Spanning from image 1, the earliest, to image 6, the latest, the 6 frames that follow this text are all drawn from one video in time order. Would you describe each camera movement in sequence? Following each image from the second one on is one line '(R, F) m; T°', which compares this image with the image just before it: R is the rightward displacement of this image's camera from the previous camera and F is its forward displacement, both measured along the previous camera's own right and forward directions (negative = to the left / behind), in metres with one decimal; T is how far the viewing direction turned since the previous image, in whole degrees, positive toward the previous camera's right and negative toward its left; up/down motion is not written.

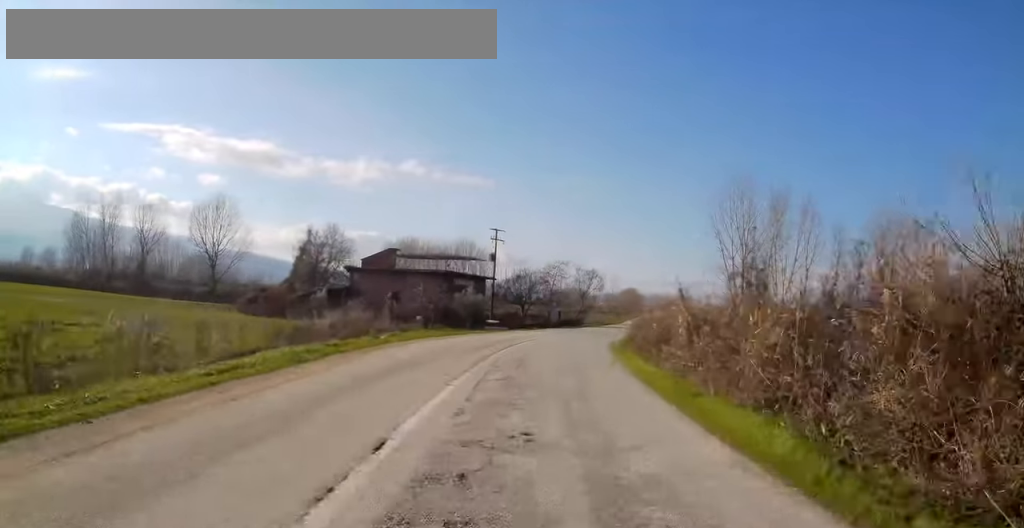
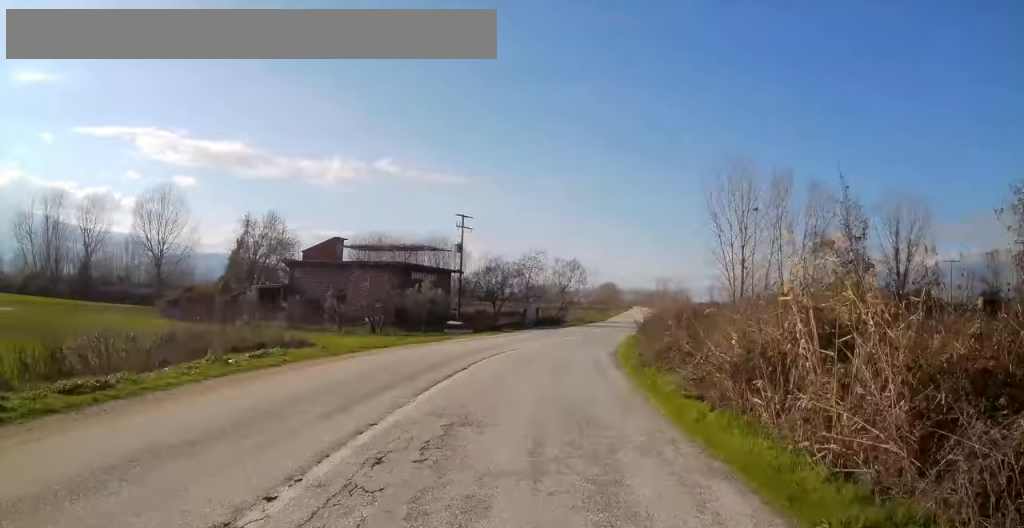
(+0.2, +10.2) m; +3°
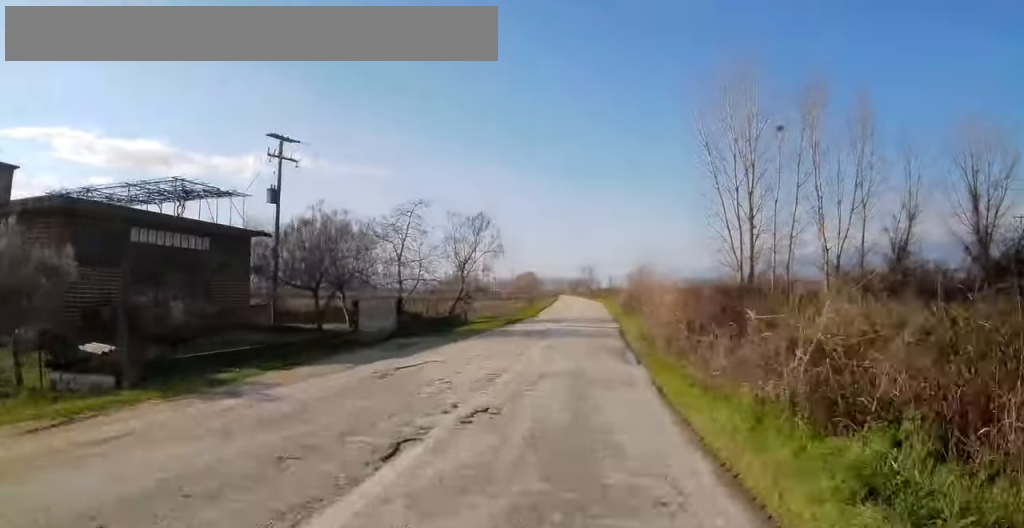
(+1.9, +30.5) m; +8°
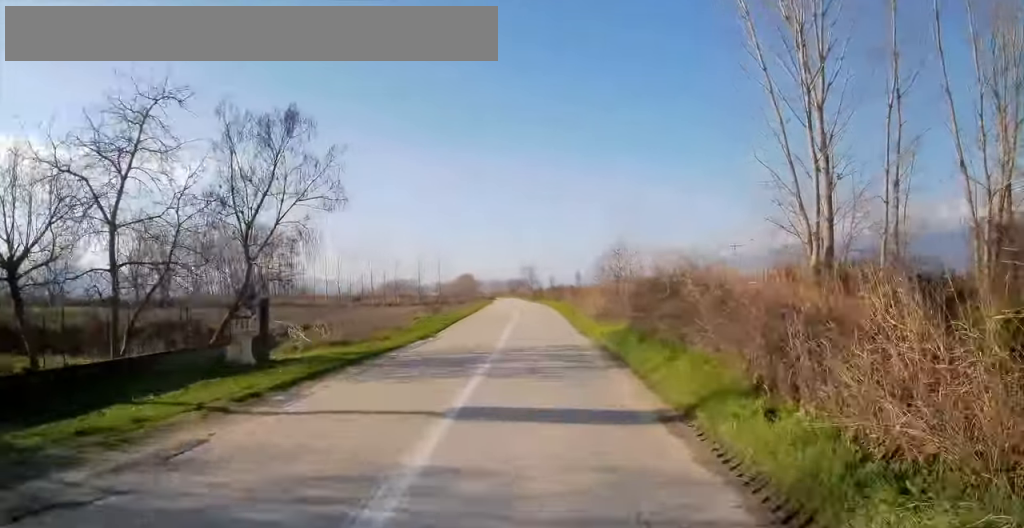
(+1.2, +23.9) m; +3°
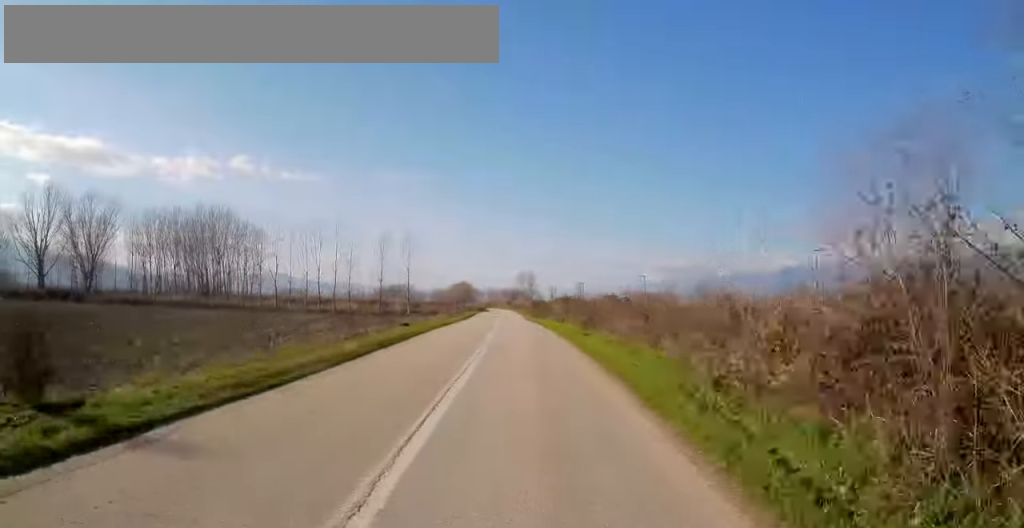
(+0.7, +32.4) m; -1°
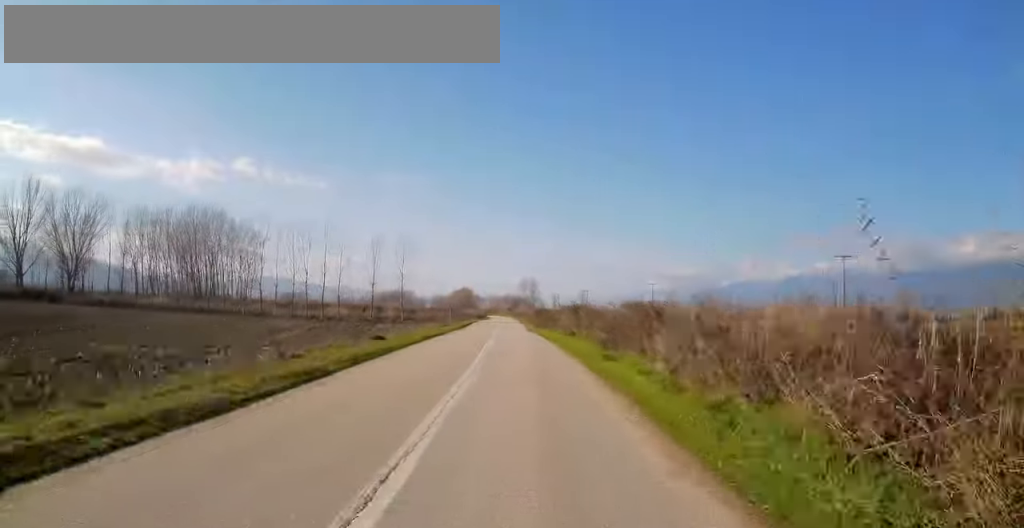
(-0.4, +6.6) m; -1°
